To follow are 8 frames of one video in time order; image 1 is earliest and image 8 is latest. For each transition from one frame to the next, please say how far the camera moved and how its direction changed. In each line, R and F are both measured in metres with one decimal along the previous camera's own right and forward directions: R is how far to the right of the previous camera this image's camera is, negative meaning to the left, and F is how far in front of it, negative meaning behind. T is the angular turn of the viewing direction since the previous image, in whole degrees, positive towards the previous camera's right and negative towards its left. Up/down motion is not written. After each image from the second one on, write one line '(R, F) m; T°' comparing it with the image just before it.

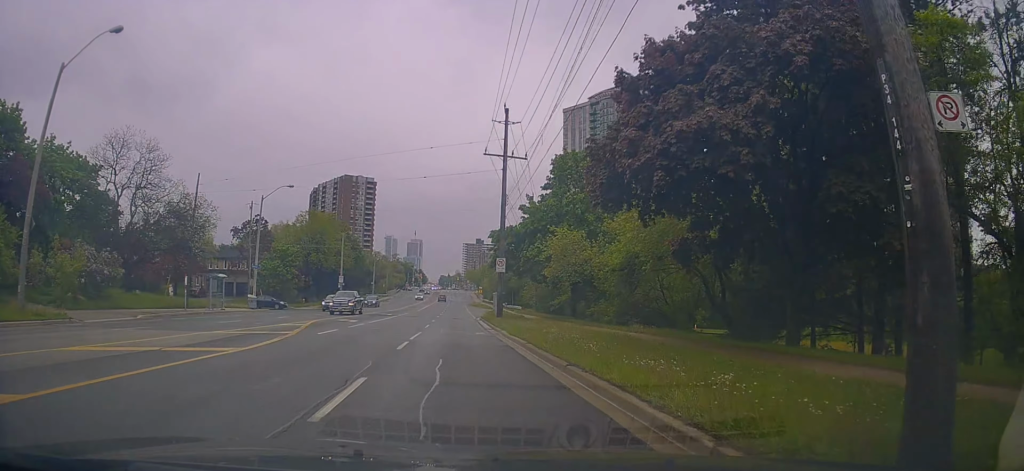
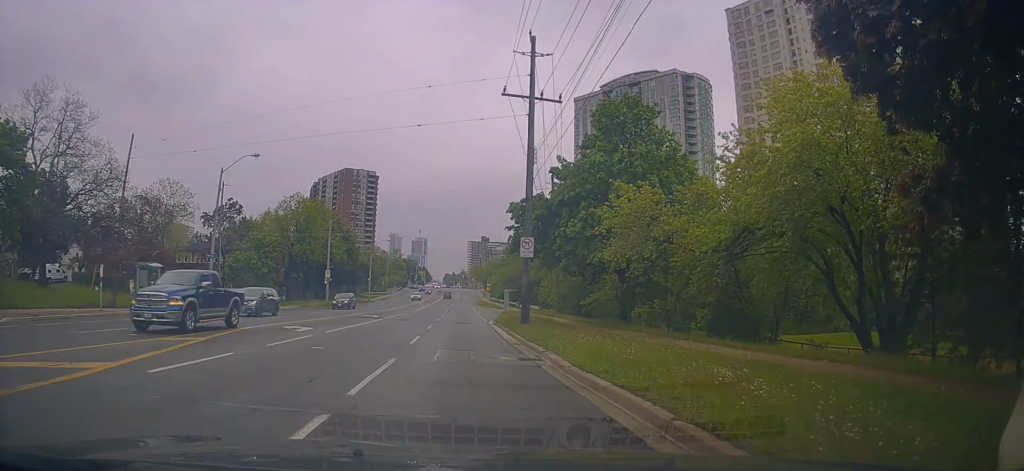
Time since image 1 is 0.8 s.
(0.0, +11.1) m; 0°
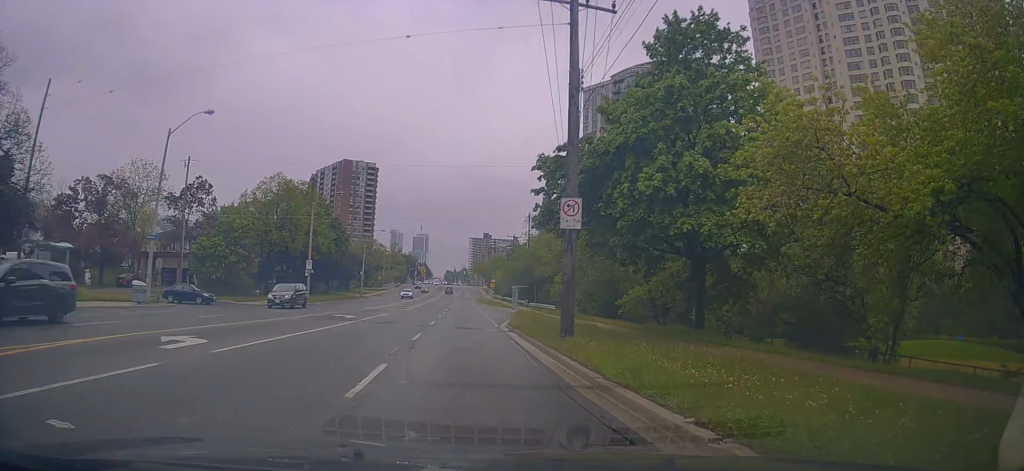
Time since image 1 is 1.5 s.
(0.0, +9.3) m; 0°
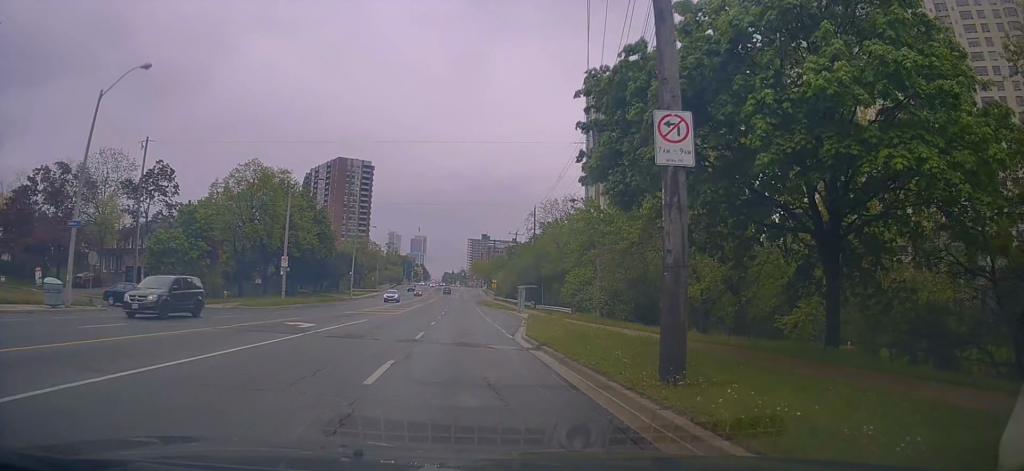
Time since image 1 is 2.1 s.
(+0.1, +8.2) m; -1°
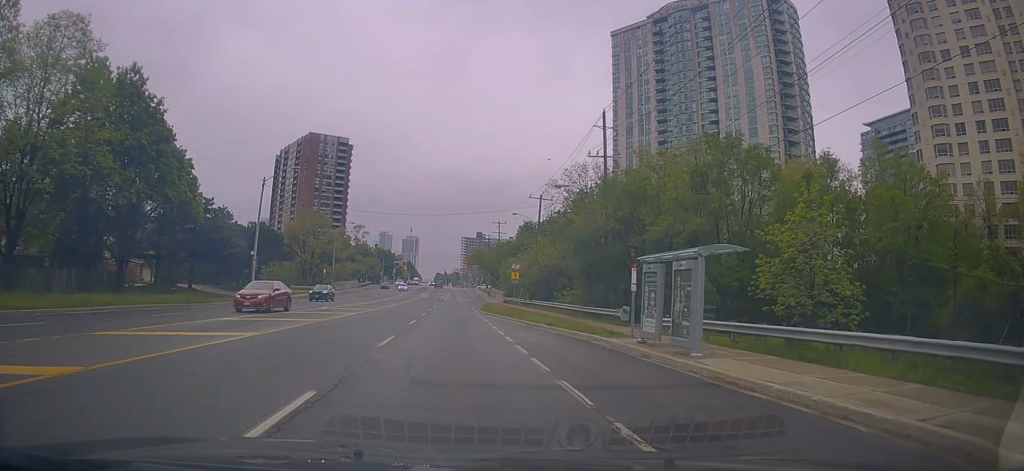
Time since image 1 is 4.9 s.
(+1.3, +40.7) m; +1°
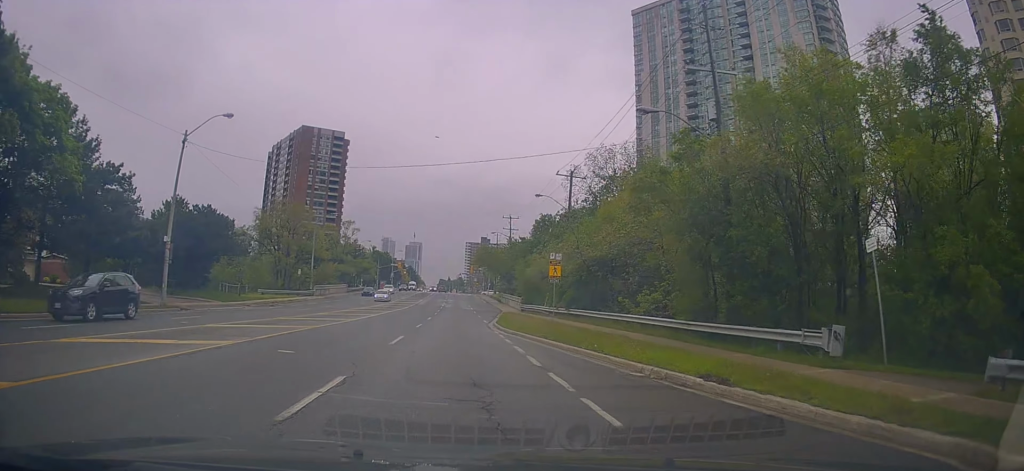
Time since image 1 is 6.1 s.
(-0.5, +16.6) m; -1°
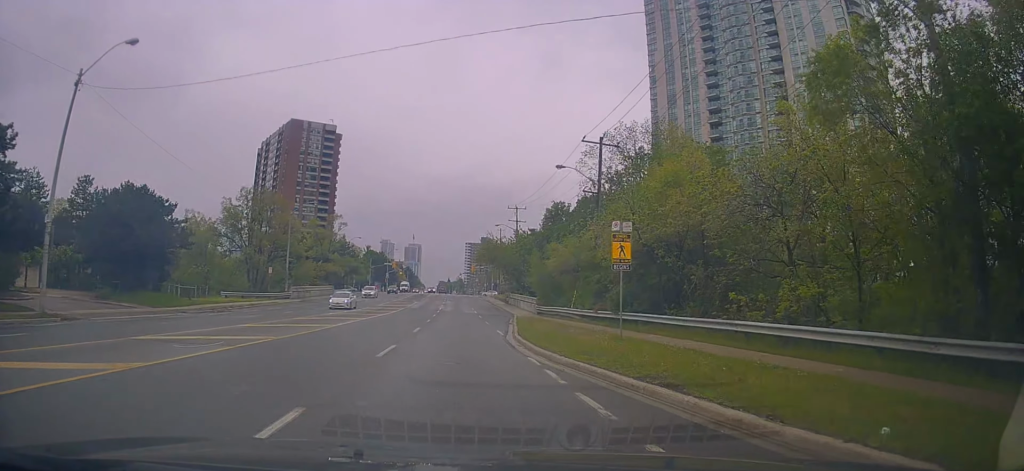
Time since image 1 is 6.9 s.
(+0.2, +12.0) m; +1°
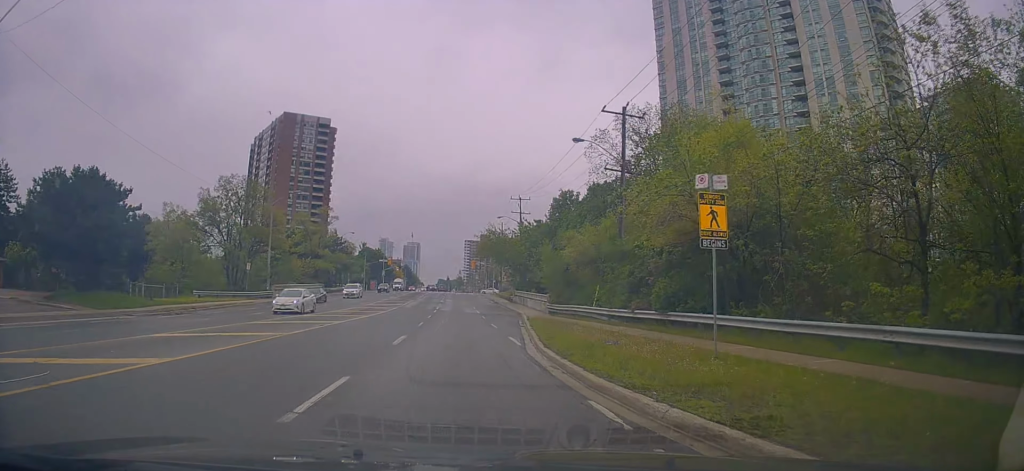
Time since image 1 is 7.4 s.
(0.0, +6.3) m; +1°
